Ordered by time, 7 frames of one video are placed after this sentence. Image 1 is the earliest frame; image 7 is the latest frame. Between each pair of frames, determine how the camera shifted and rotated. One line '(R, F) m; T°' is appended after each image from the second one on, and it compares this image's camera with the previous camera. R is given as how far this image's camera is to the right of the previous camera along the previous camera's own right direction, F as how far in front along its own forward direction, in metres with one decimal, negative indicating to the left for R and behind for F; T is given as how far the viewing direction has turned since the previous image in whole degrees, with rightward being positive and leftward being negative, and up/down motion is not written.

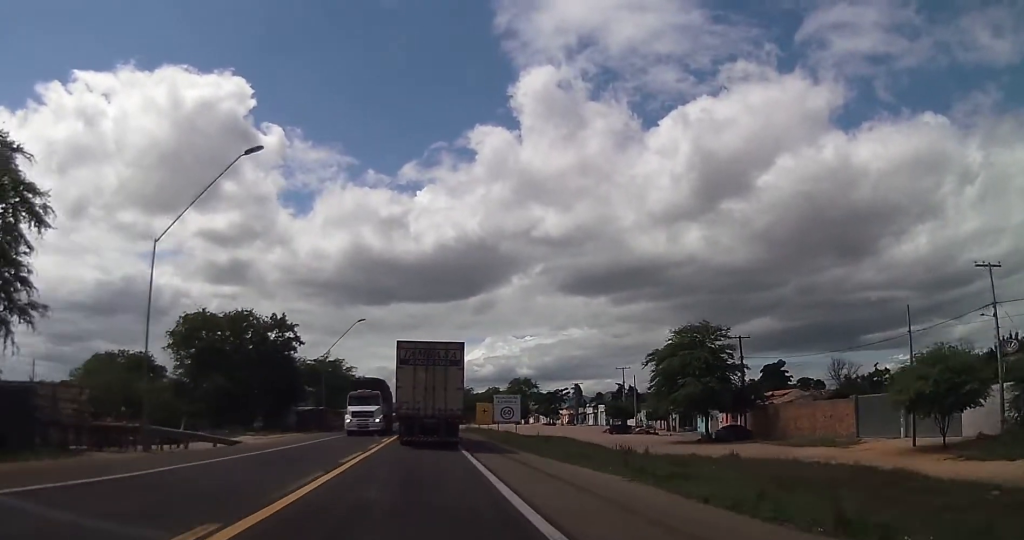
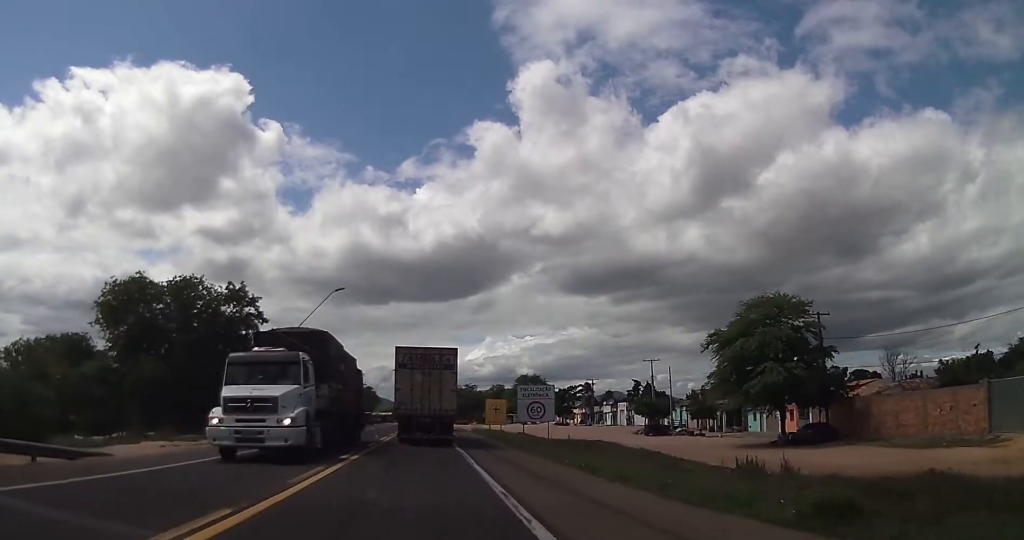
(0.0, +14.9) m; 0°
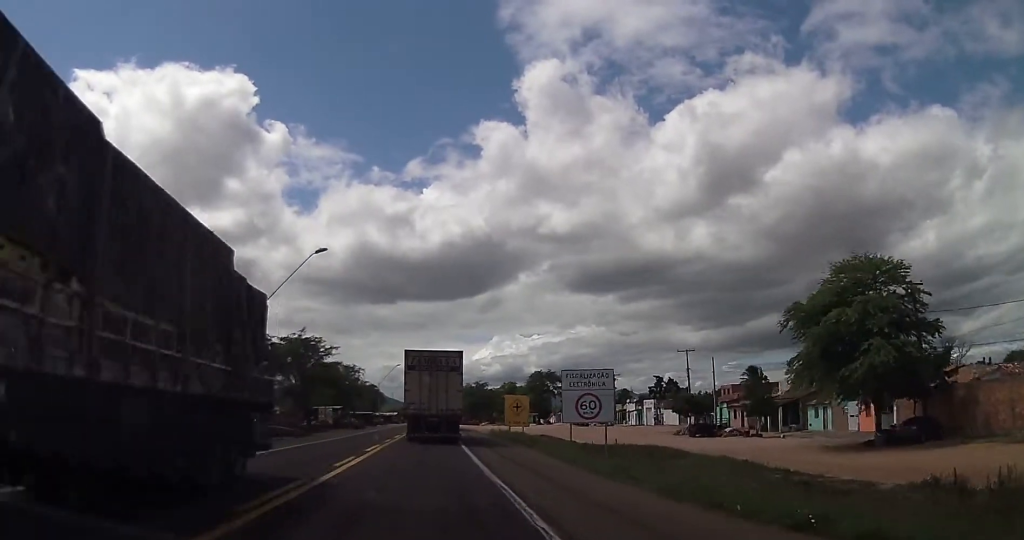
(0.0, +11.6) m; 0°
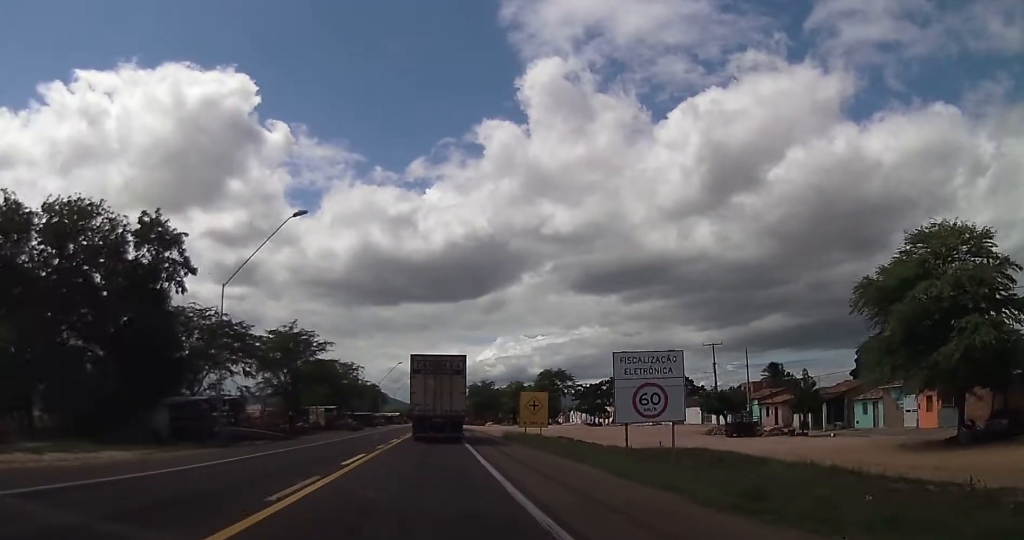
(+0.2, +7.7) m; 0°
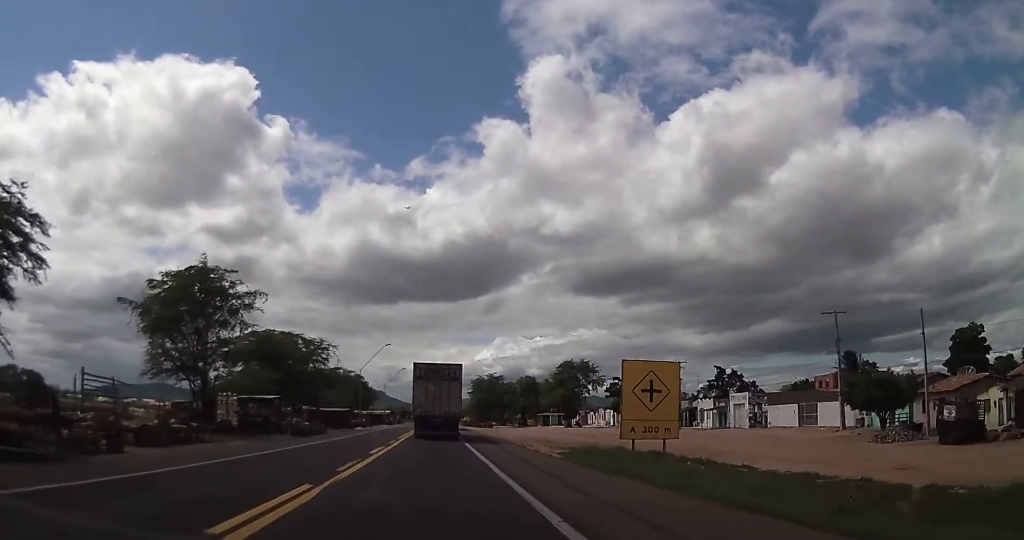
(-0.2, +29.8) m; -1°
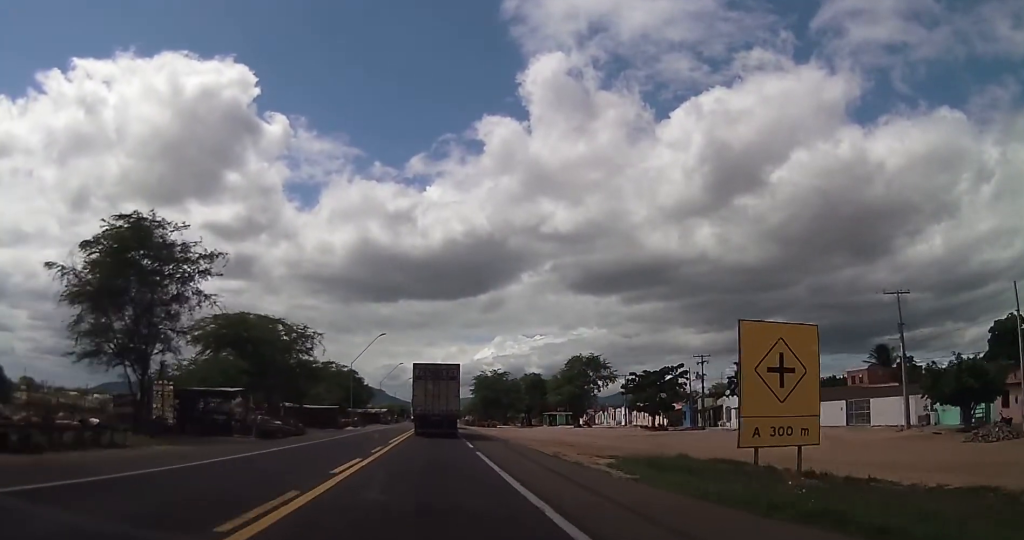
(0.0, +9.9) m; 0°
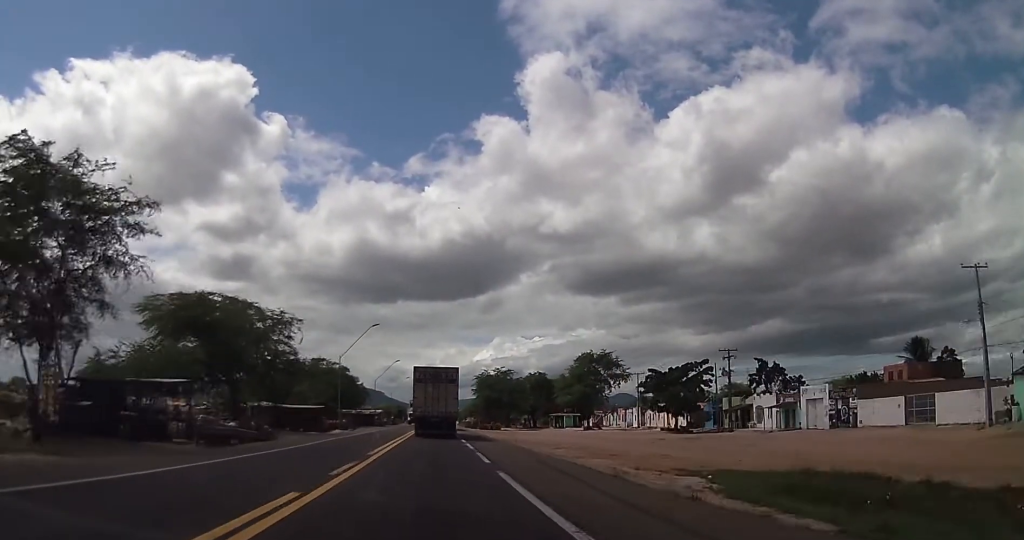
(-0.1, +9.3) m; -1°
